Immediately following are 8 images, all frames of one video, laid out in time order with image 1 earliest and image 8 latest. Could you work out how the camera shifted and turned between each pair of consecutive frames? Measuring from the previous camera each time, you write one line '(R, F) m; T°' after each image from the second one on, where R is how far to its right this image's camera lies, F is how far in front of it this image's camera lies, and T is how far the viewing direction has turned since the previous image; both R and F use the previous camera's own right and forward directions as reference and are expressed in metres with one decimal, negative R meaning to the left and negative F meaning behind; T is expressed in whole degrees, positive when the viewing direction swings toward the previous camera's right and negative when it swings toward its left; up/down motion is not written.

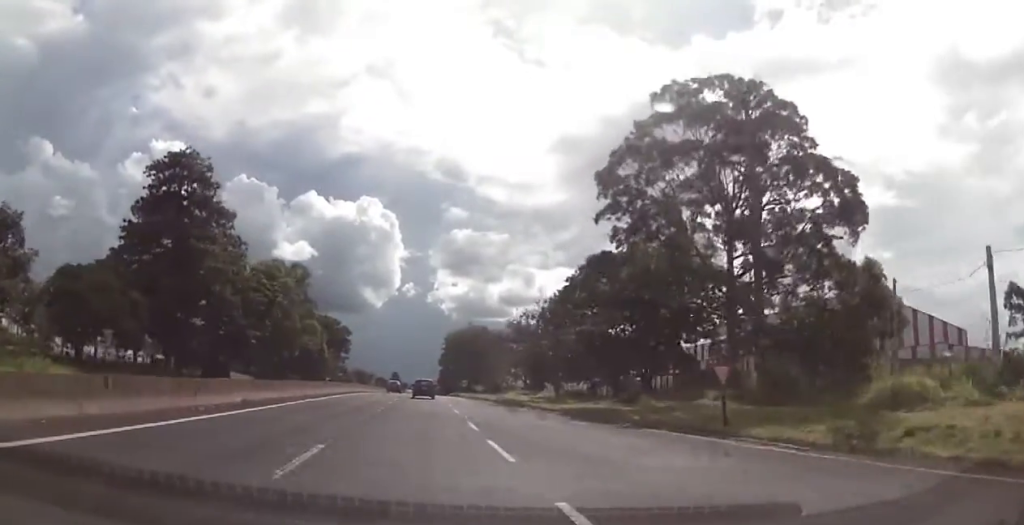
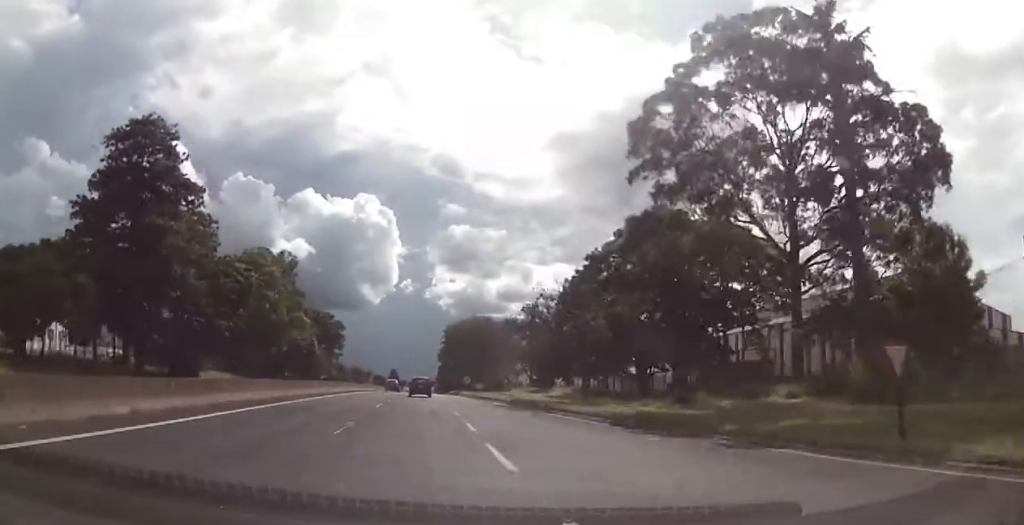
(0.0, +9.2) m; 0°
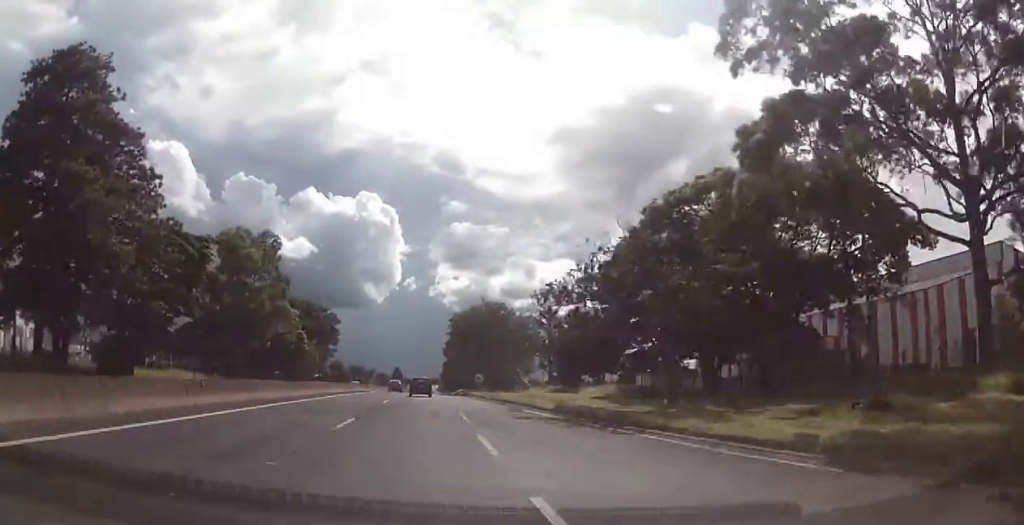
(+0.1, +14.8) m; 0°
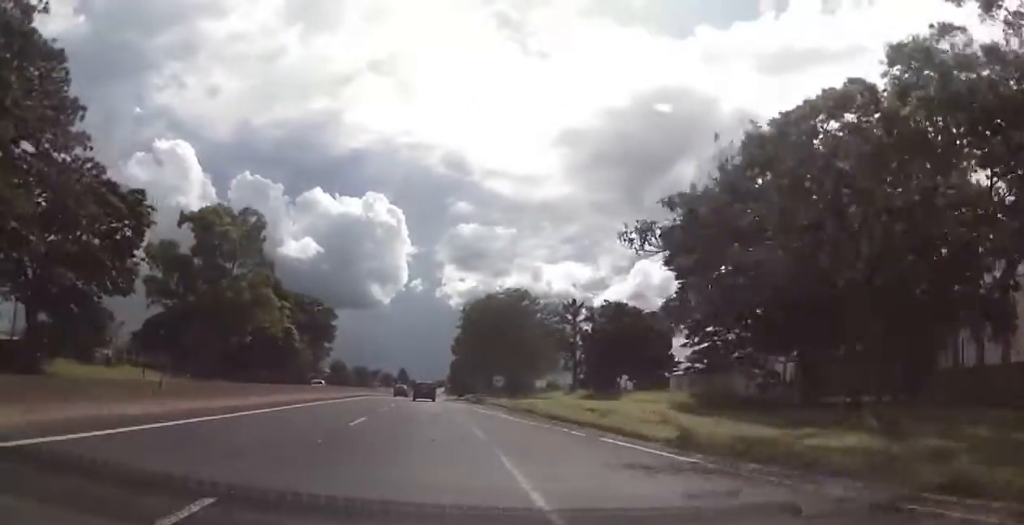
(-0.1, +13.5) m; +1°
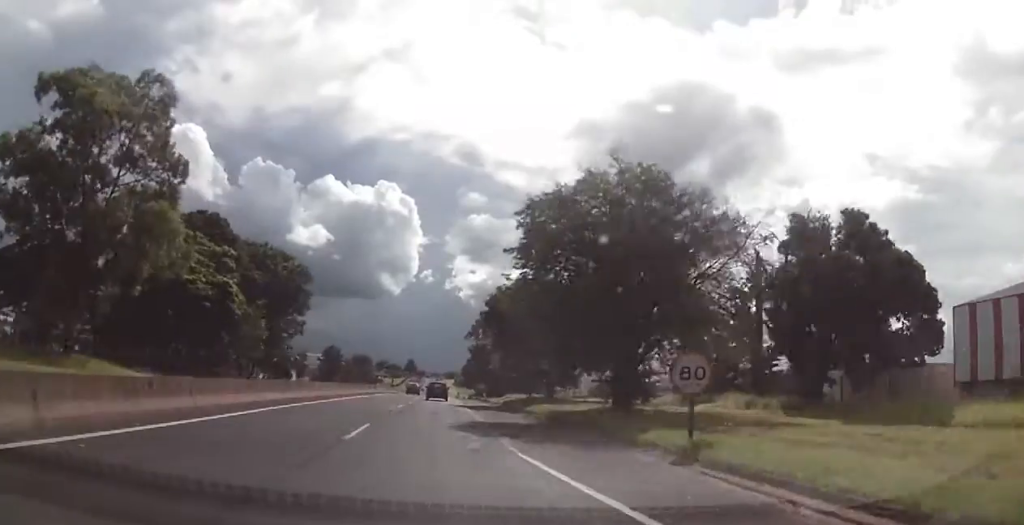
(+0.5, +36.3) m; 0°
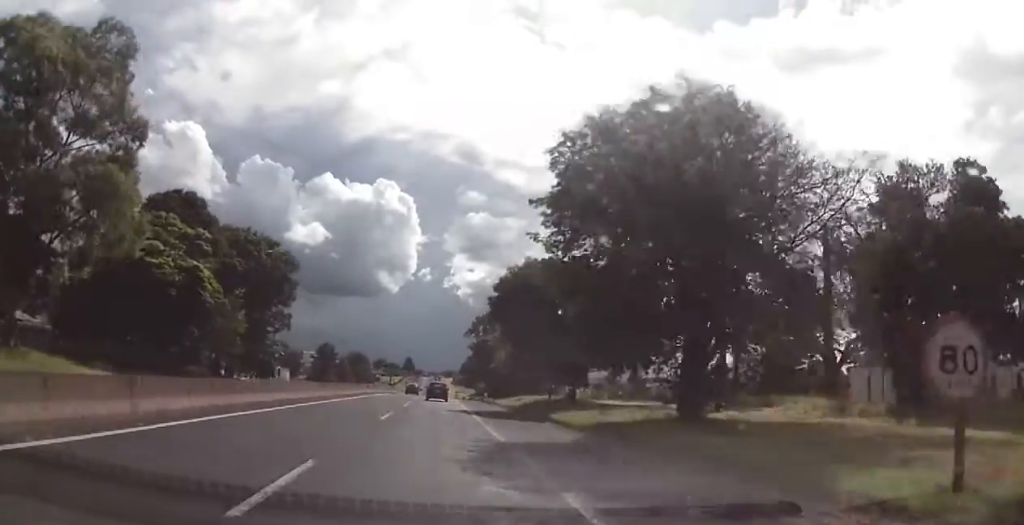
(-0.1, +8.0) m; -1°
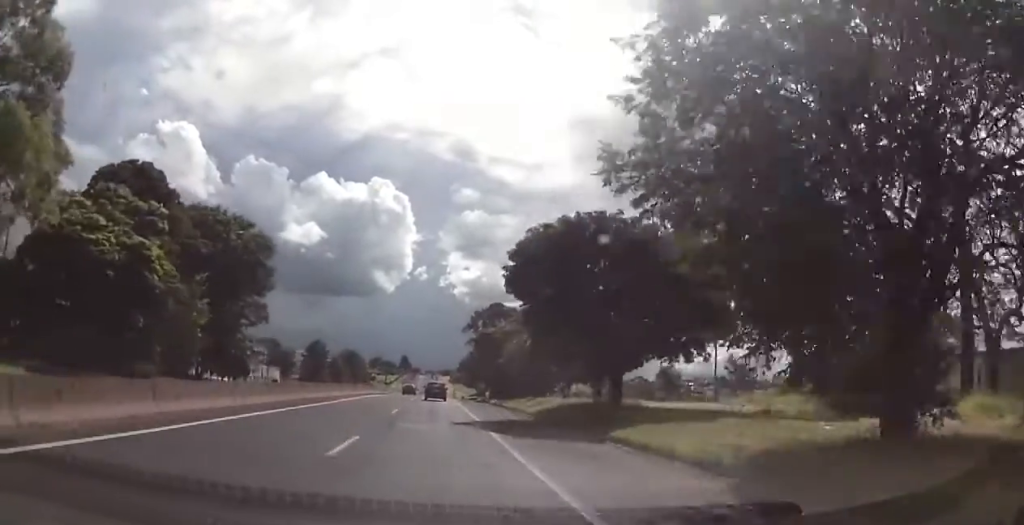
(-0.1, +10.5) m; 0°
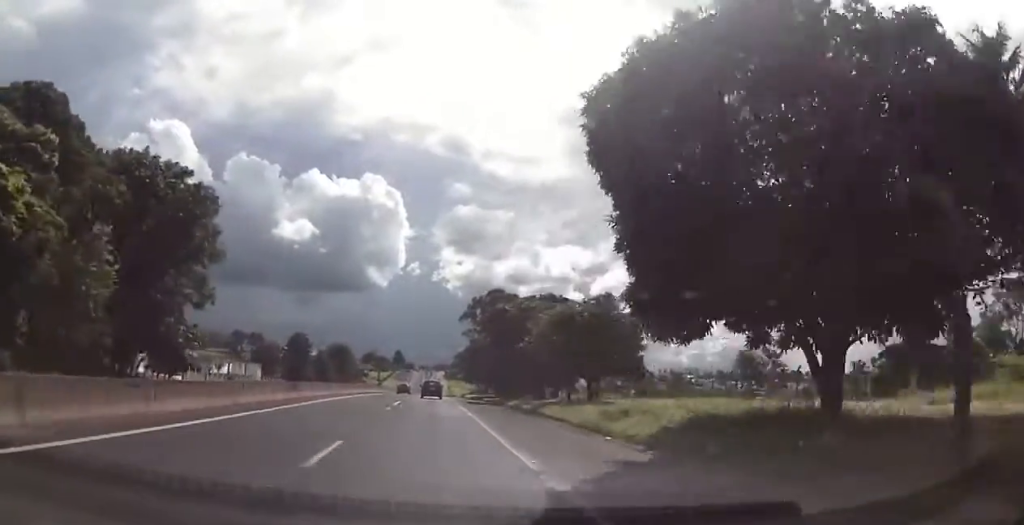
(0.0, +17.4) m; 0°
